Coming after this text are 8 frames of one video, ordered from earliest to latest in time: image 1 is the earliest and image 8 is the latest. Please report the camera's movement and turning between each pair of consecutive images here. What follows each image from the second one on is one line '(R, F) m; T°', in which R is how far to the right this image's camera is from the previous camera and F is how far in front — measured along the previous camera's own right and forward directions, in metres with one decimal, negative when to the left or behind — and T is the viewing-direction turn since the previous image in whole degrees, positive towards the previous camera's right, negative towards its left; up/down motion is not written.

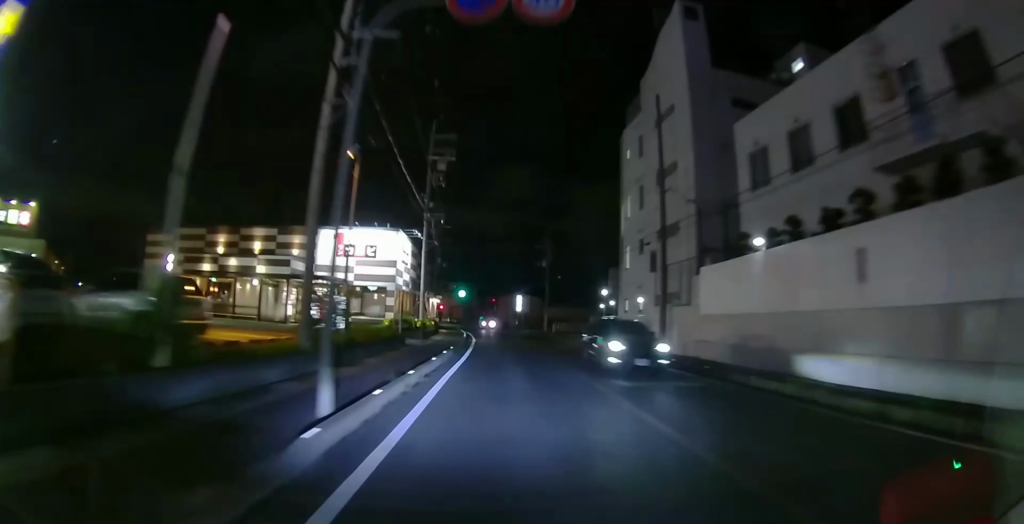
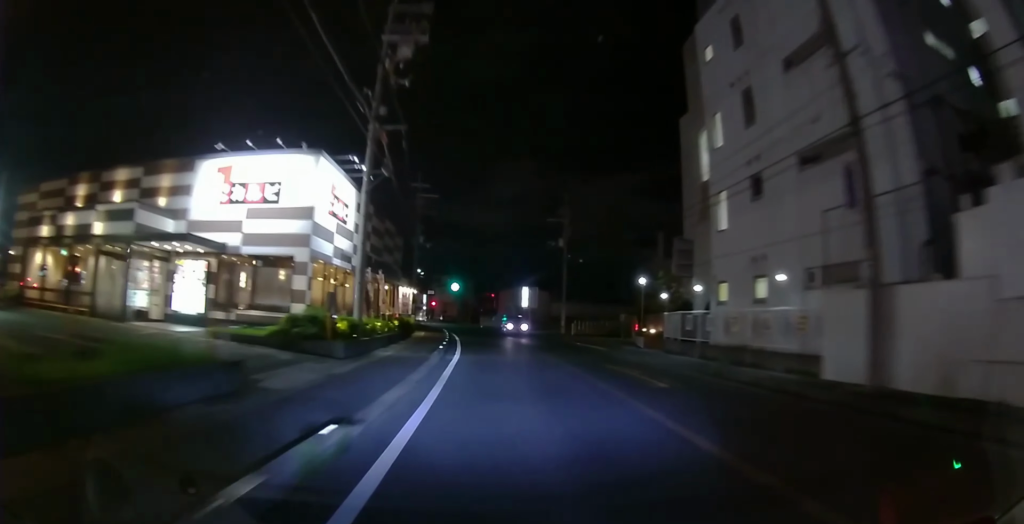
(0.0, +15.7) m; 0°
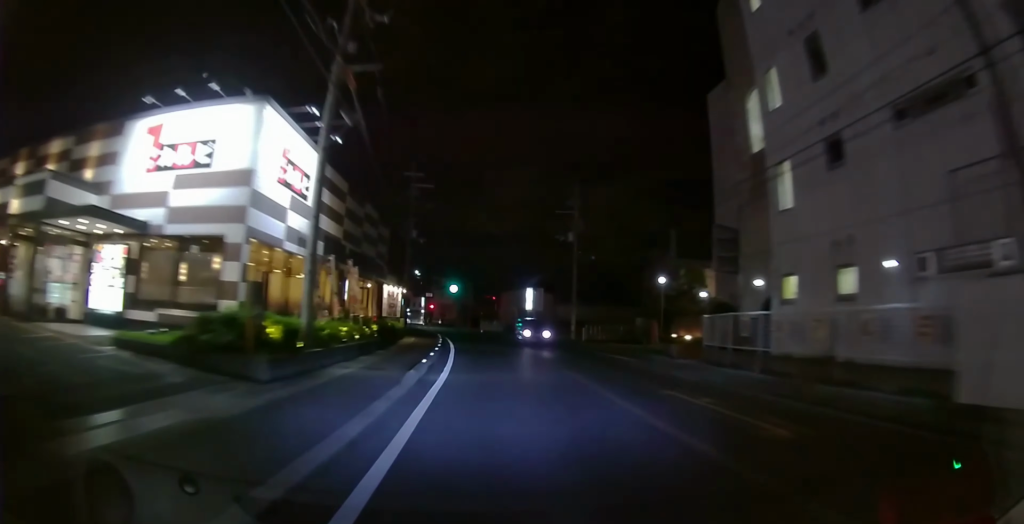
(0.0, +5.3) m; 0°
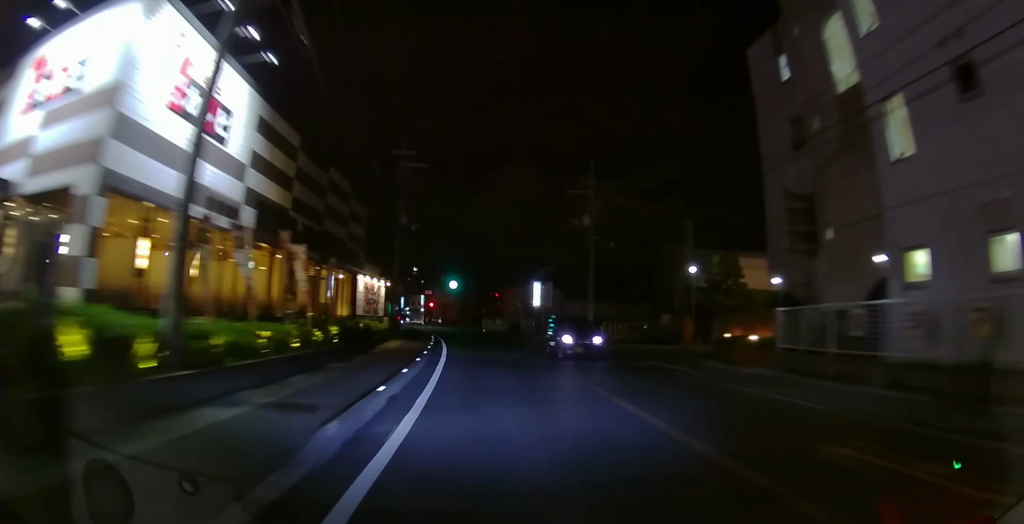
(0.0, +6.2) m; 0°
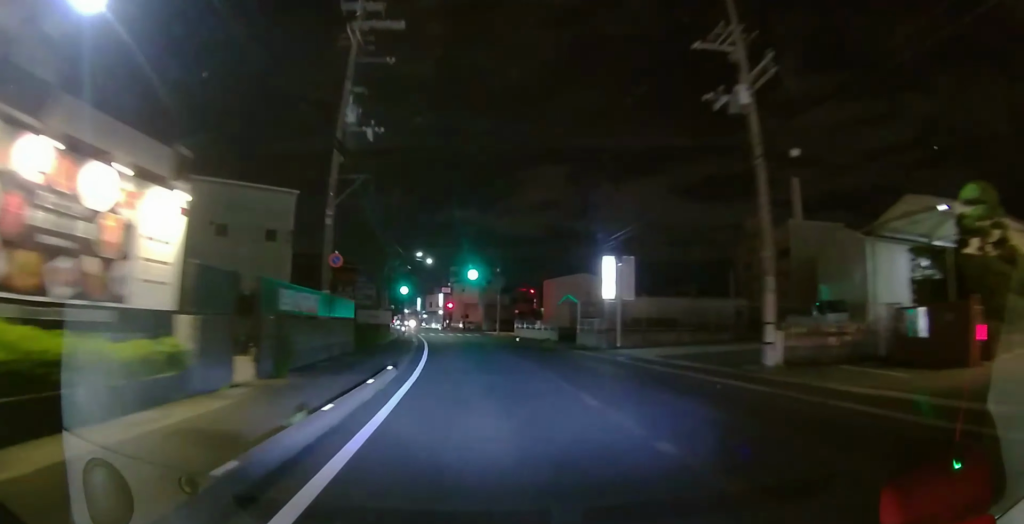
(0.0, +19.7) m; 0°
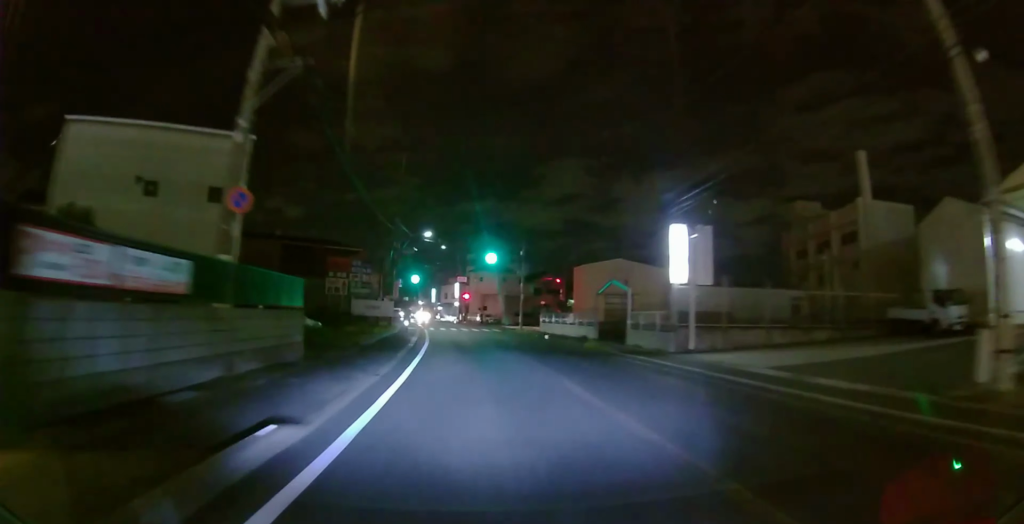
(0.0, +8.0) m; -2°
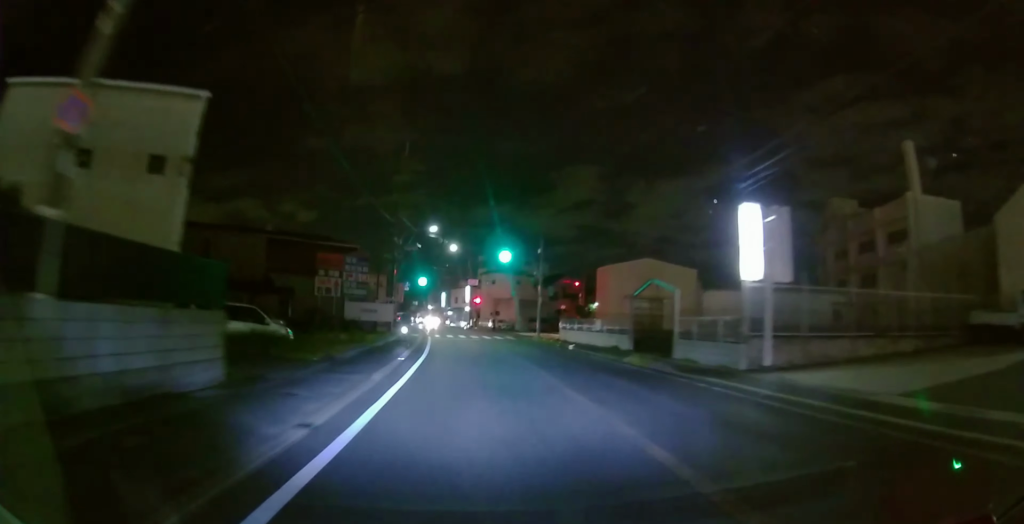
(+0.2, +5.7) m; -2°
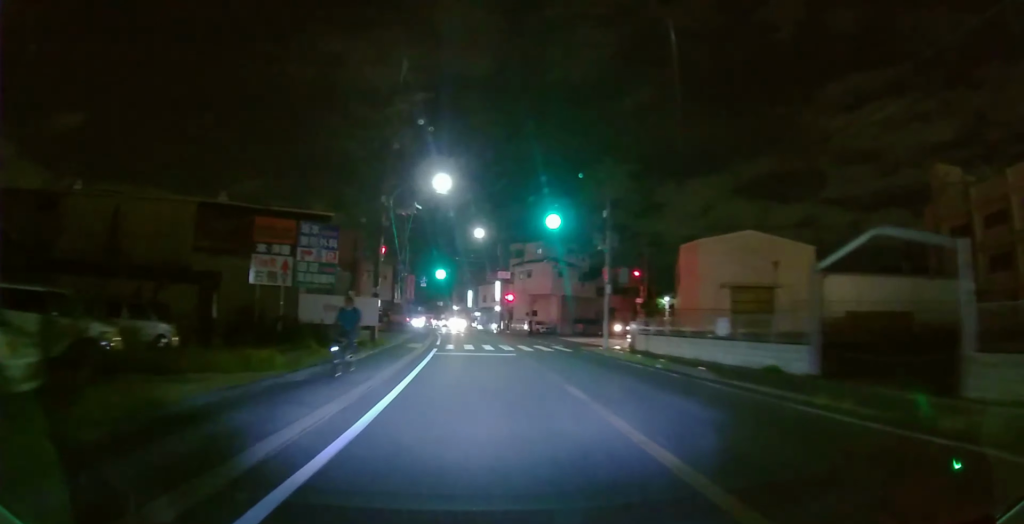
(-1.0, +13.0) m; -5°
